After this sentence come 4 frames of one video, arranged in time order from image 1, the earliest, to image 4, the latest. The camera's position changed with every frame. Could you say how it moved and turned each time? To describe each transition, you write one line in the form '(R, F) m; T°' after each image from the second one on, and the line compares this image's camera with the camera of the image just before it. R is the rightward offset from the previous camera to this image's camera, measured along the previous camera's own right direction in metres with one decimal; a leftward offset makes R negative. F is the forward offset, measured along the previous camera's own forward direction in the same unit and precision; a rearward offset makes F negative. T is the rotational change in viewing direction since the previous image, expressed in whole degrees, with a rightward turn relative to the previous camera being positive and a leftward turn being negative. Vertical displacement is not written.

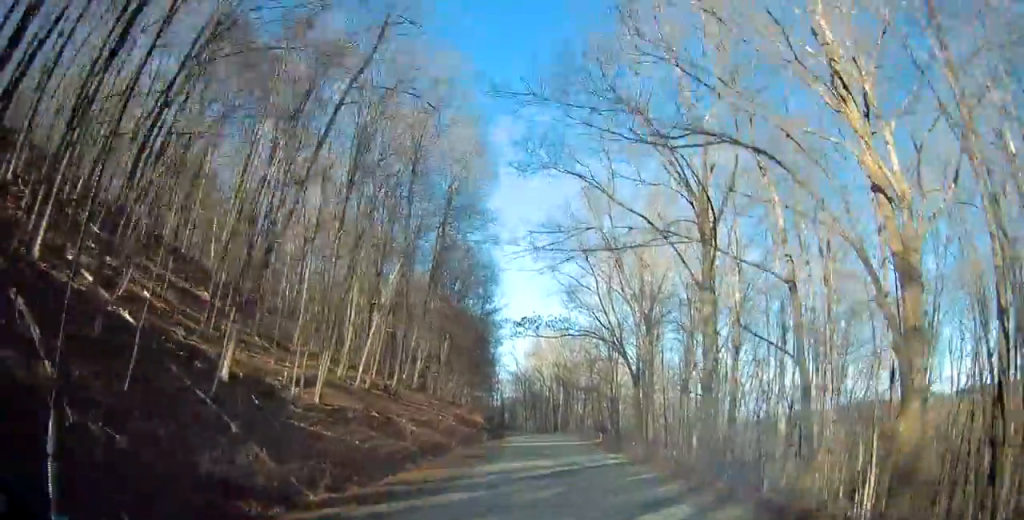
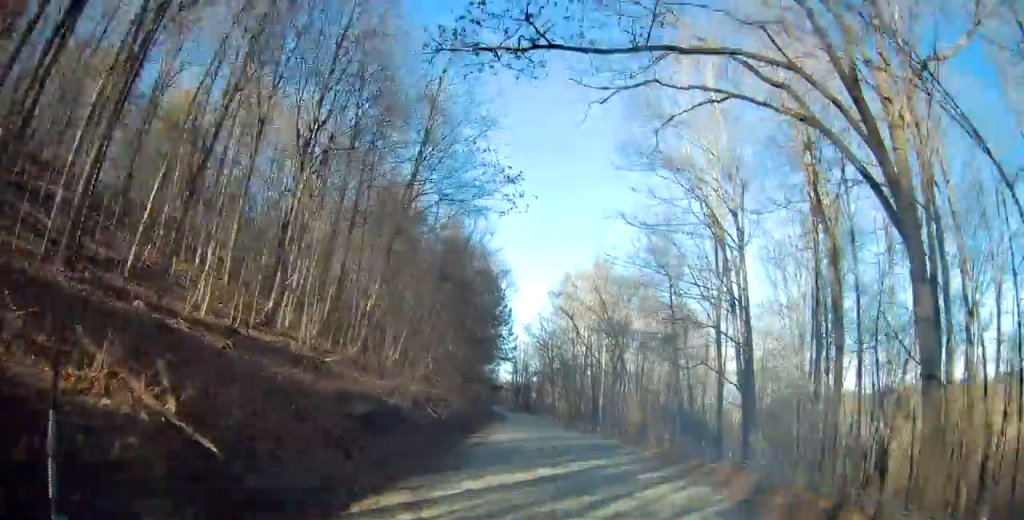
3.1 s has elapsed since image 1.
(-2.1, +38.2) m; -4°
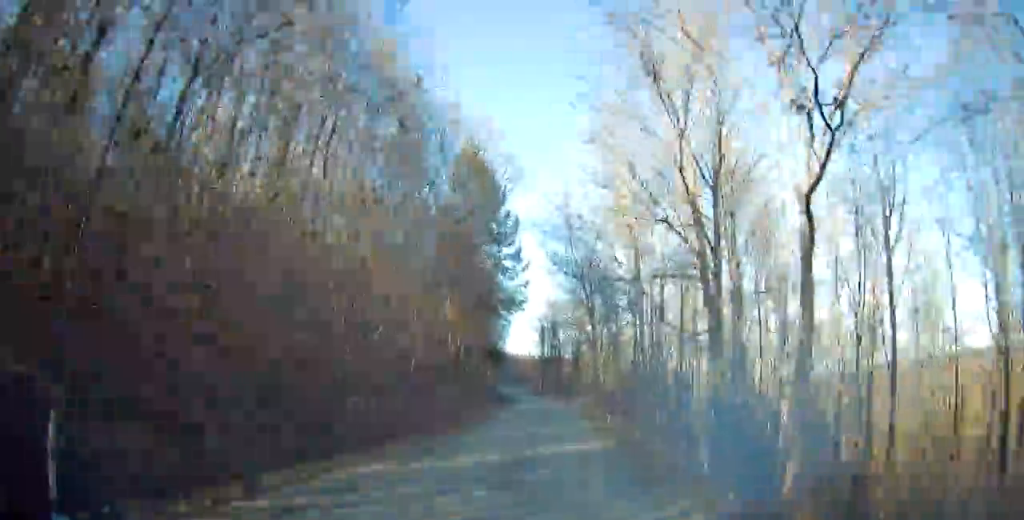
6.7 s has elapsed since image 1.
(-0.7, +45.8) m; -4°
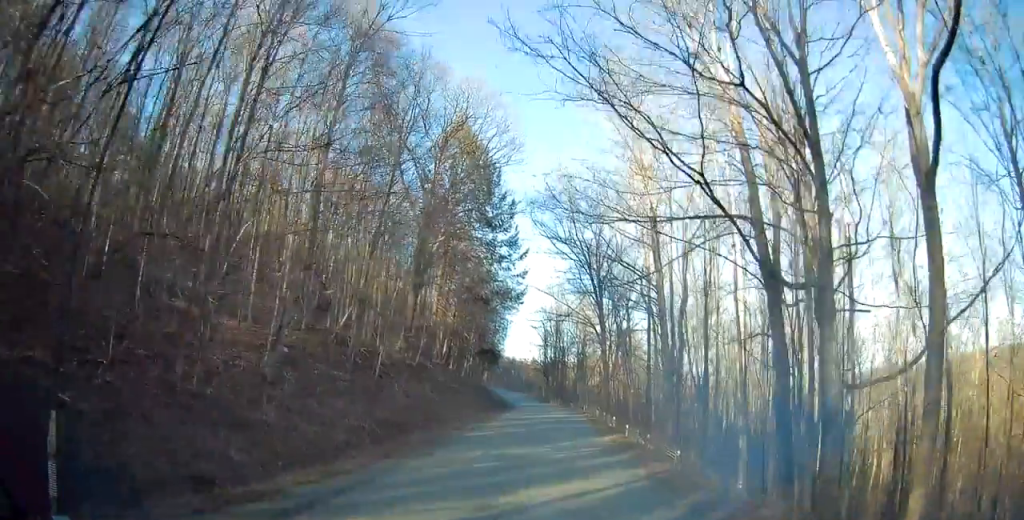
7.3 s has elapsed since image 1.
(-0.3, +7.7) m; -1°
